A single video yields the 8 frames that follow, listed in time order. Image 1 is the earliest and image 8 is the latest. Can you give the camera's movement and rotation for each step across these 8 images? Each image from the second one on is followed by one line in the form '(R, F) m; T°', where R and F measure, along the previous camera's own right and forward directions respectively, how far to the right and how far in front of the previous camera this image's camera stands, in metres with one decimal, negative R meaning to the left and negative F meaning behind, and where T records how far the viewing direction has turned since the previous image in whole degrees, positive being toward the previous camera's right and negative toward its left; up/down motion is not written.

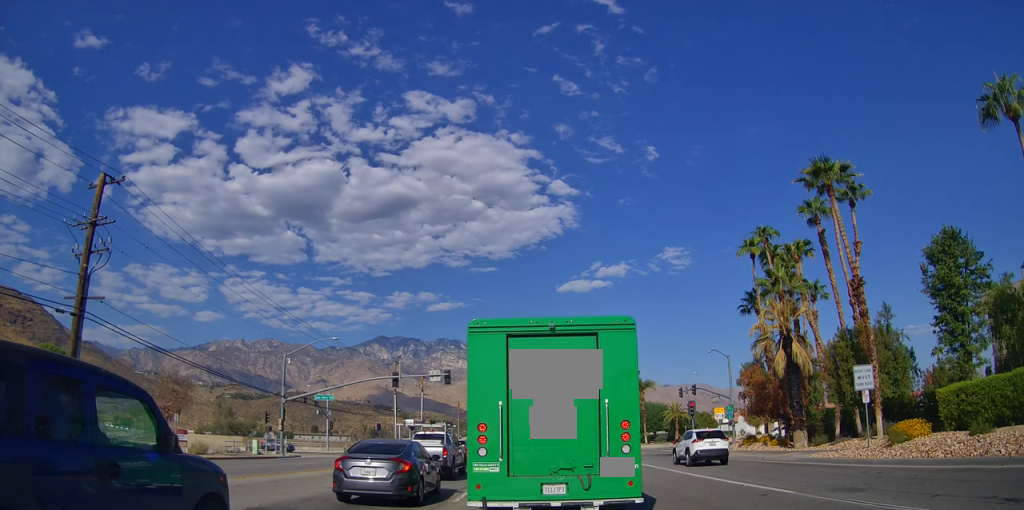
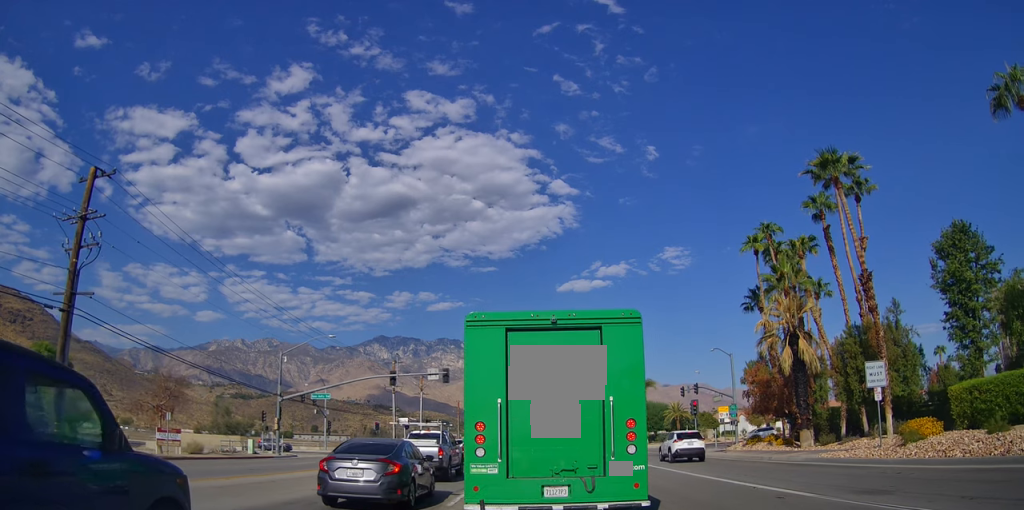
(+0.1, +0.9) m; +3°
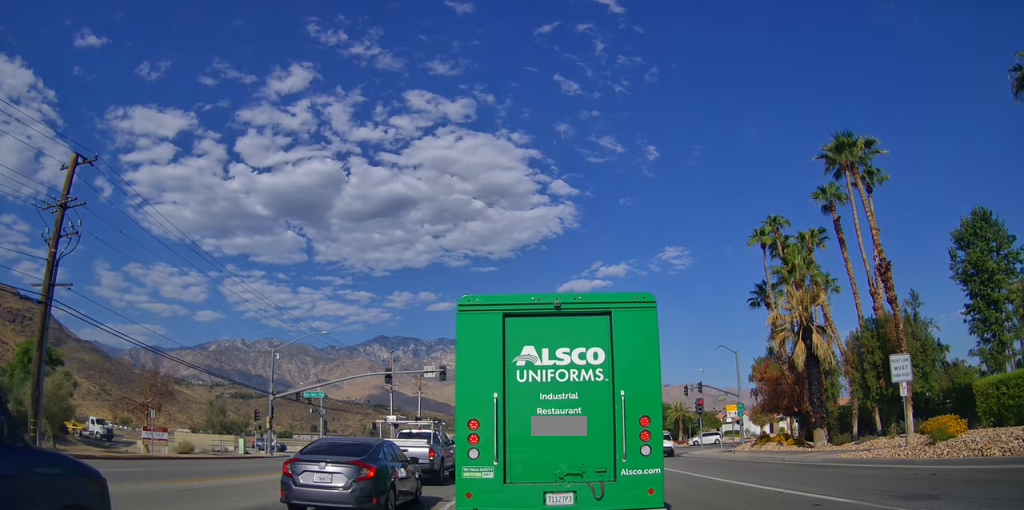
(0.0, +2.5) m; +1°
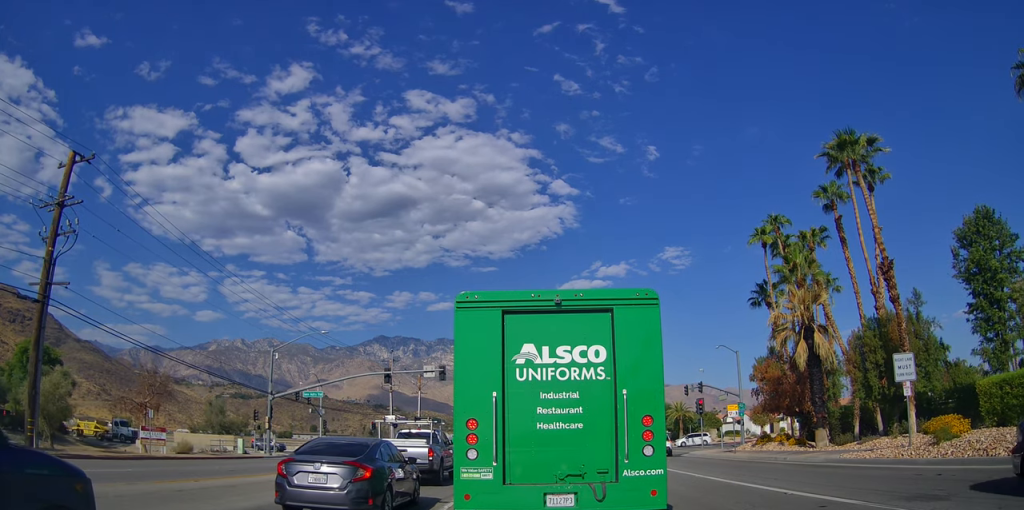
(+0.1, +0.5) m; 0°
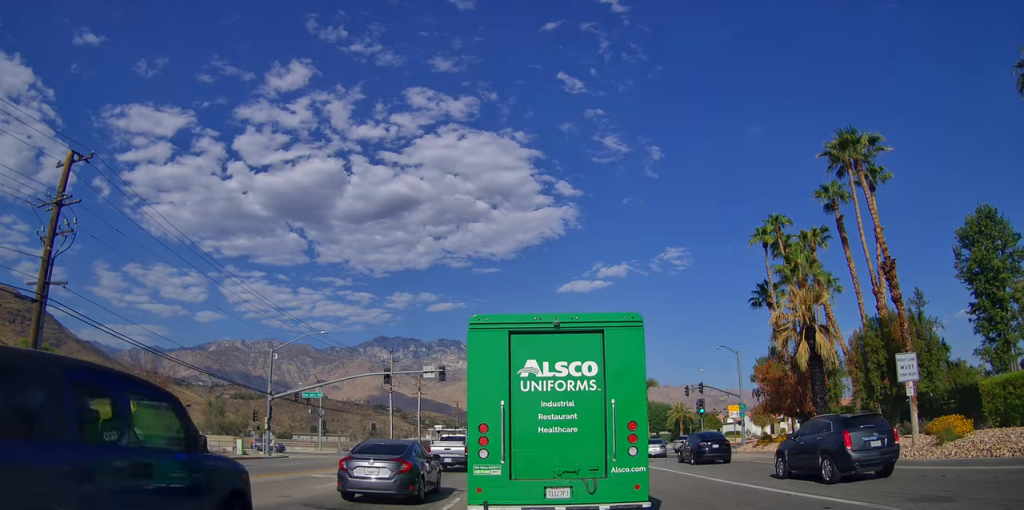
(+0.1, +0.5) m; 0°
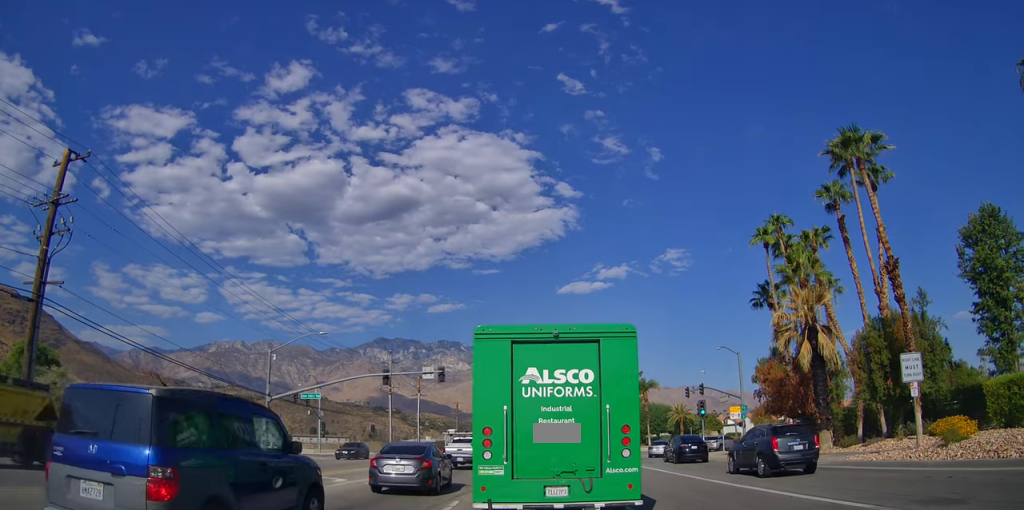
(0.0, 0.0) m; 0°
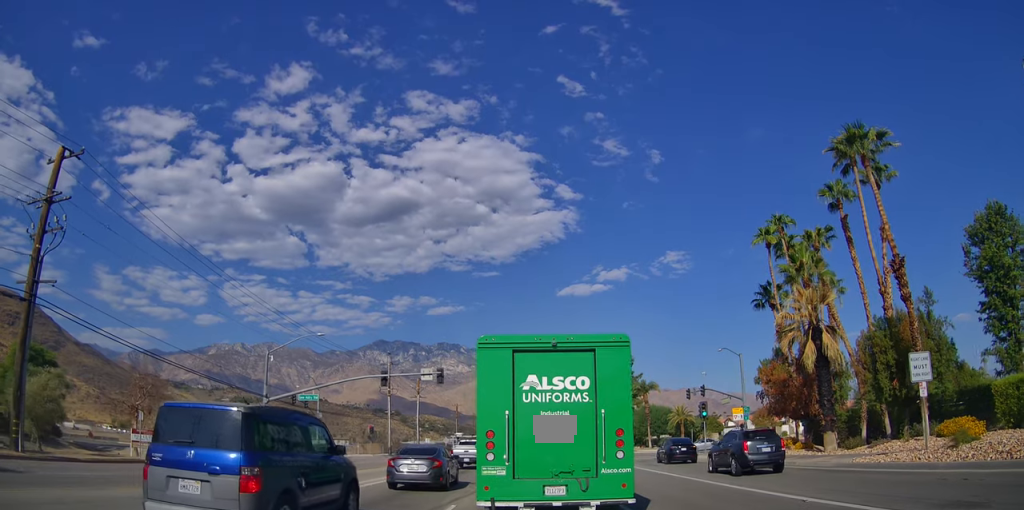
(0.0, +0.1) m; 0°
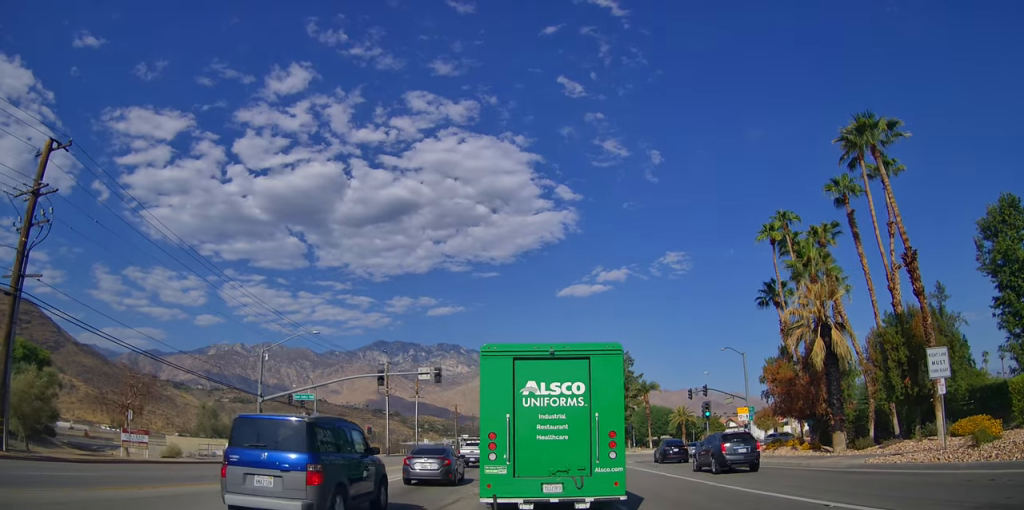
(0.0, +0.2) m; 0°
